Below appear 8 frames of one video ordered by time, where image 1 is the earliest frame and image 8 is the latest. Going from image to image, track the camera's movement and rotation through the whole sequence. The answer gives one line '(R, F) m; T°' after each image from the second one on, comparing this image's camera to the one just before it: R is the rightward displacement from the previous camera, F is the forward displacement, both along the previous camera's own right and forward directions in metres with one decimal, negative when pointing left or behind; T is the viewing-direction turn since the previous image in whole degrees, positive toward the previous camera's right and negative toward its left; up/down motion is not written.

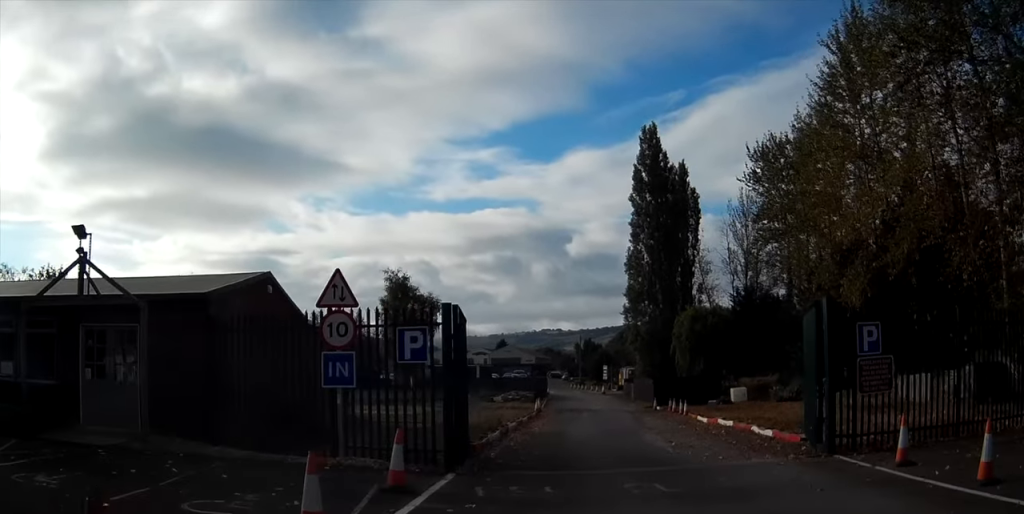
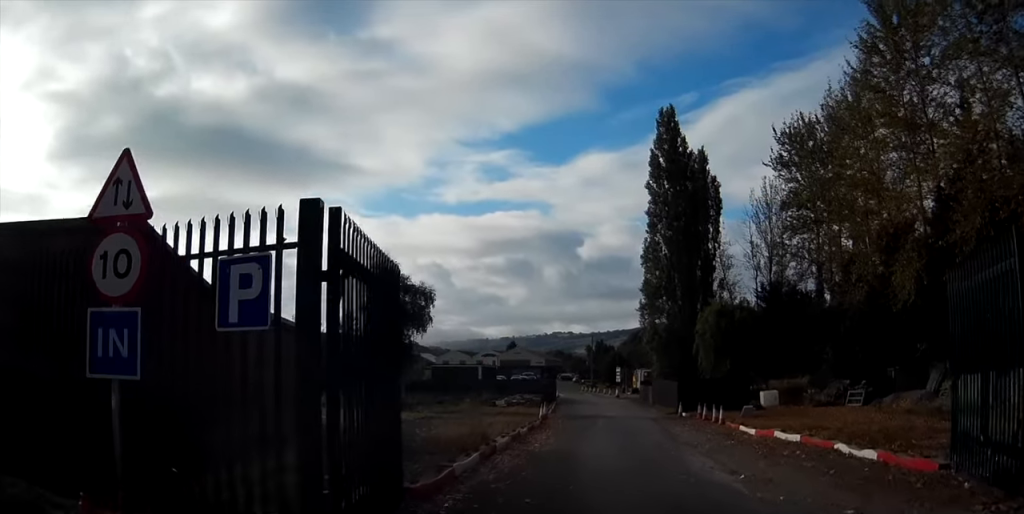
(-0.2, +6.0) m; -2°
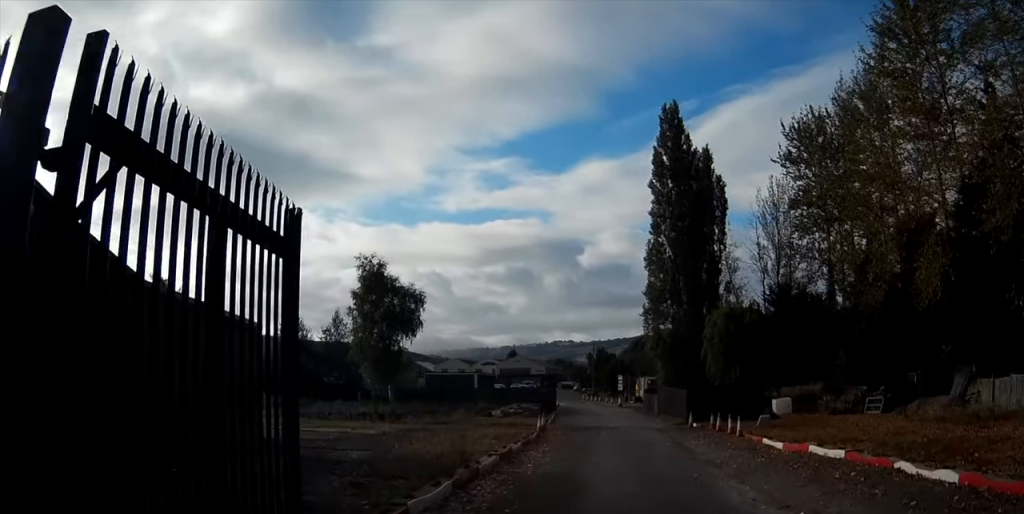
(0.0, +2.7) m; 0°
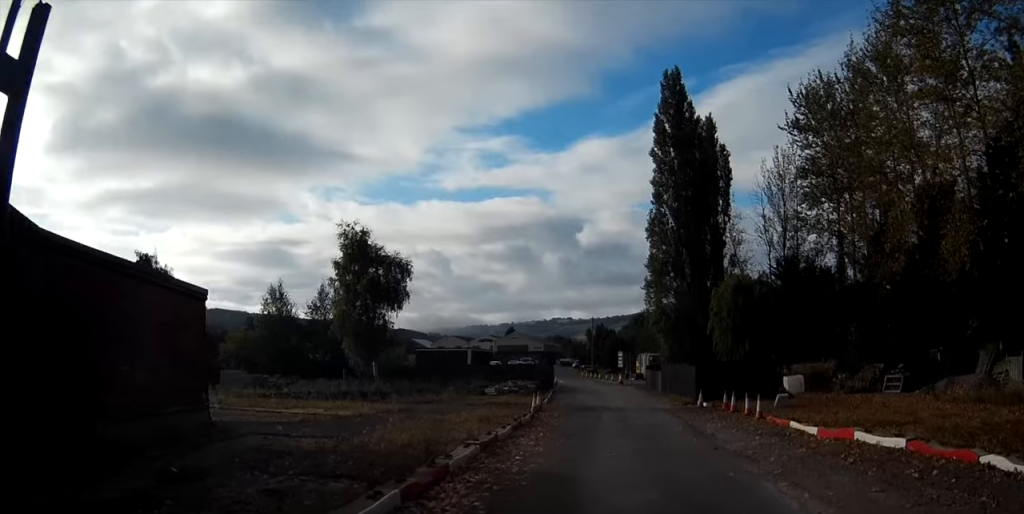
(0.0, +2.6) m; +1°
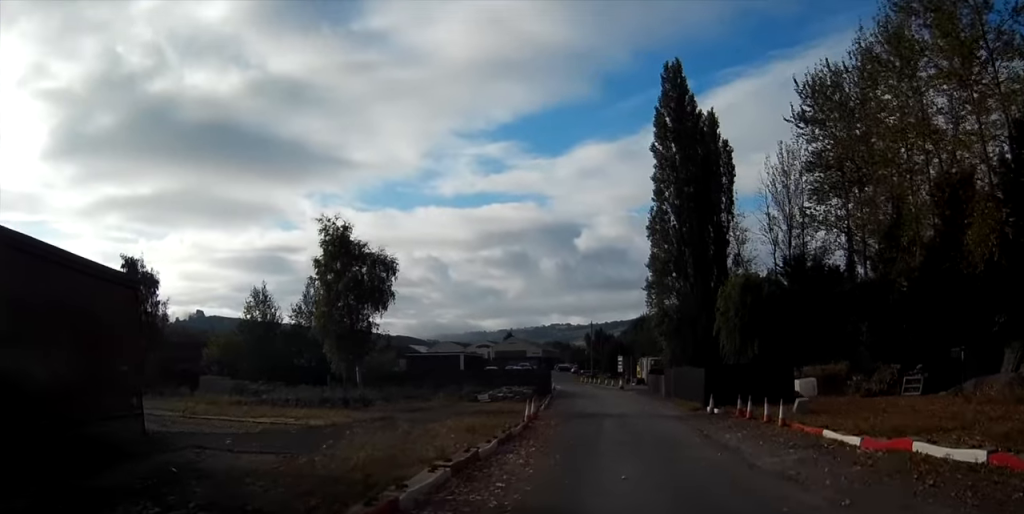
(0.0, +2.2) m; +2°
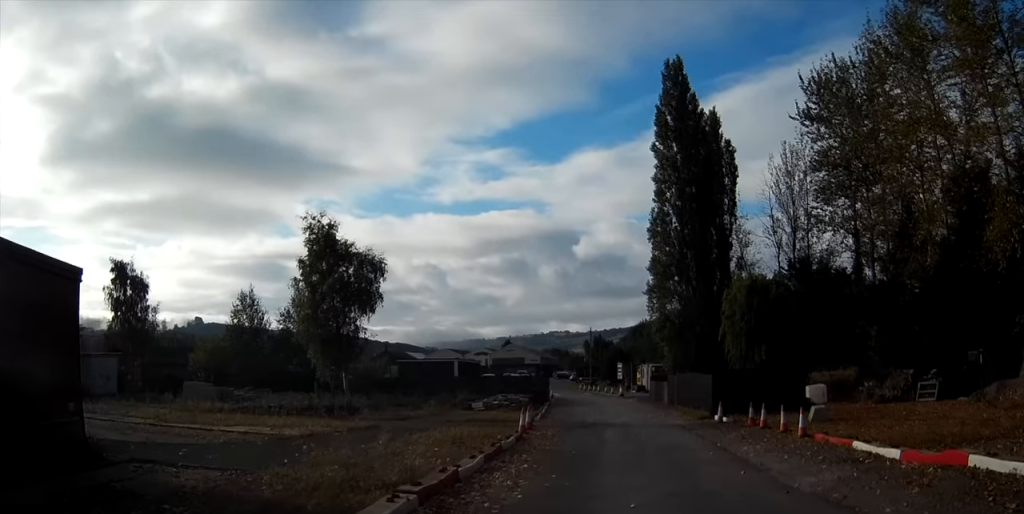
(+0.1, +1.6) m; +1°
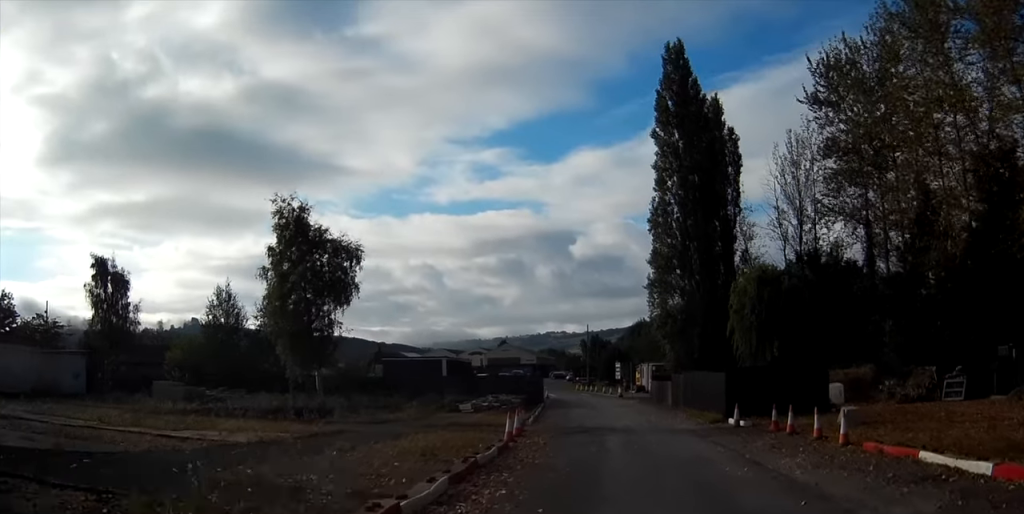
(+0.1, +2.6) m; +2°
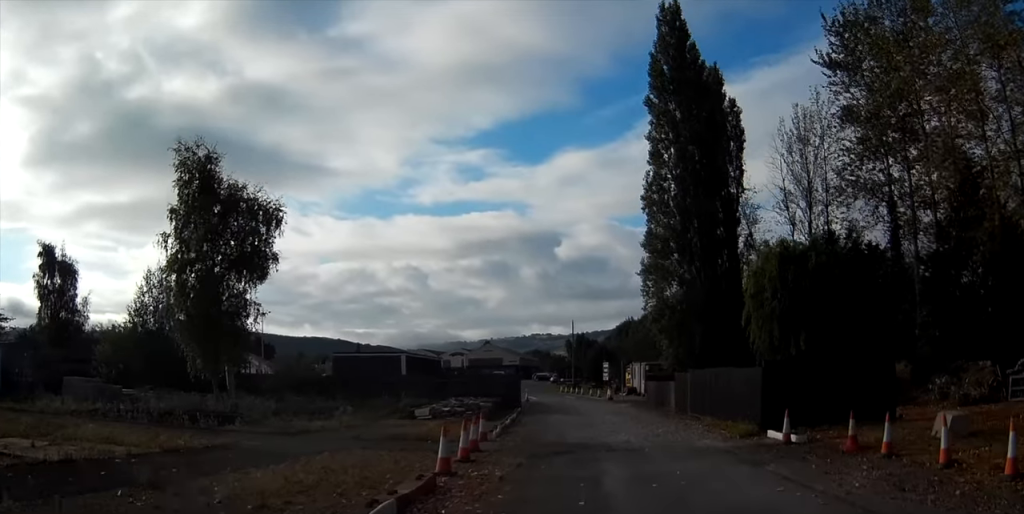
(0.0, +6.6) m; +1°
